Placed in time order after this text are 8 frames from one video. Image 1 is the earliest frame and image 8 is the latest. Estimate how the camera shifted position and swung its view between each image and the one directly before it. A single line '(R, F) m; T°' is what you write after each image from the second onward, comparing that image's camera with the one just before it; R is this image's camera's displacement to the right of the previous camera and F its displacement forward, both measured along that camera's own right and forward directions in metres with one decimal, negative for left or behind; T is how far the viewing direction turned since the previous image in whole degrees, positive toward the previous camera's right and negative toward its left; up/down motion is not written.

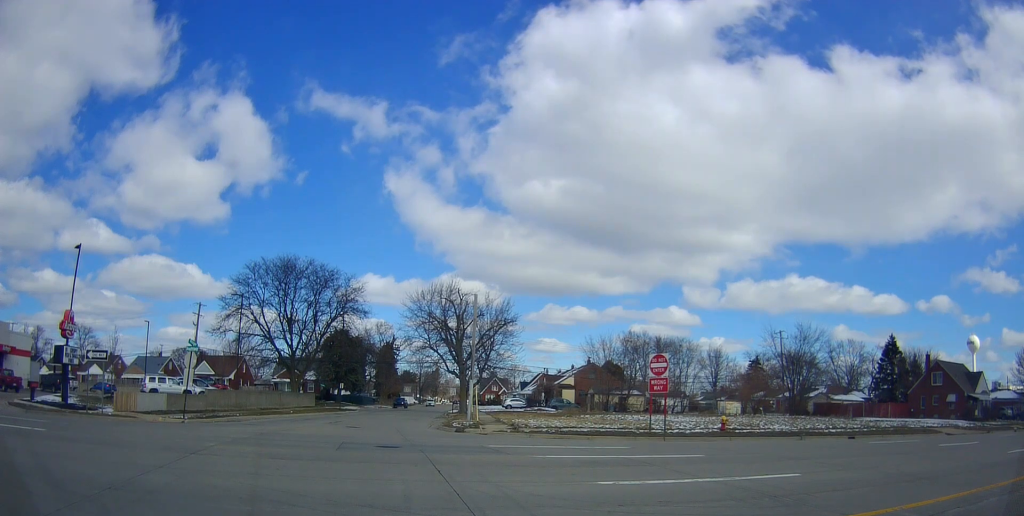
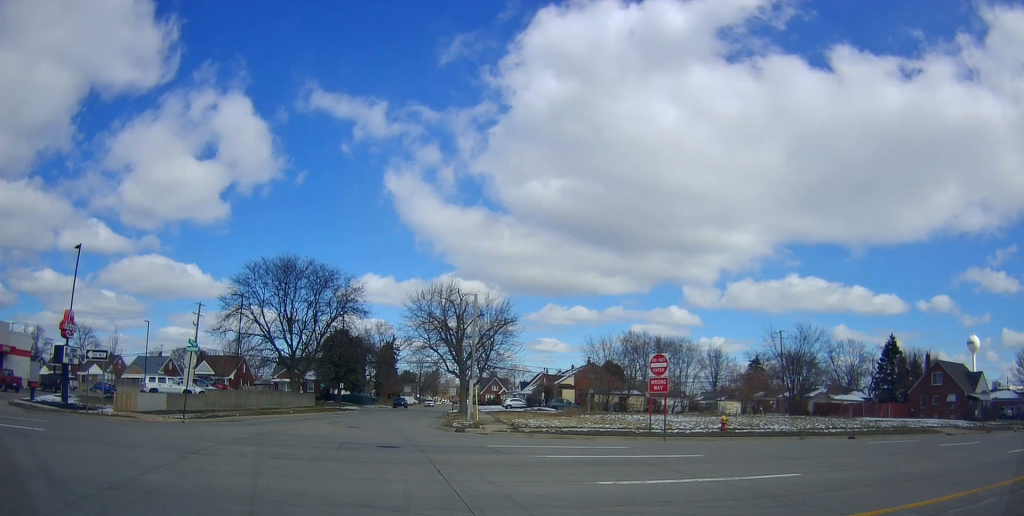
(0.0, 0.0) m; 0°
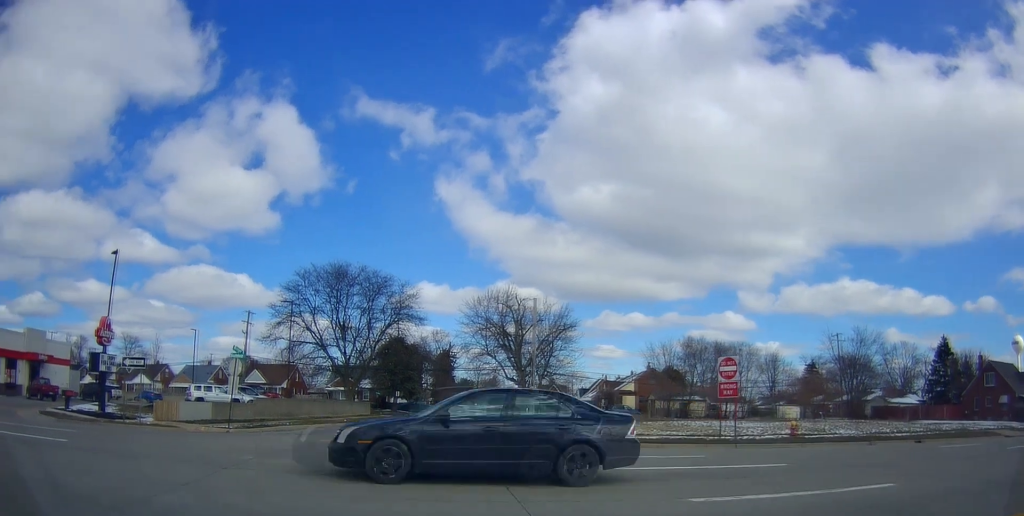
(+0.1, +1.0) m; 0°
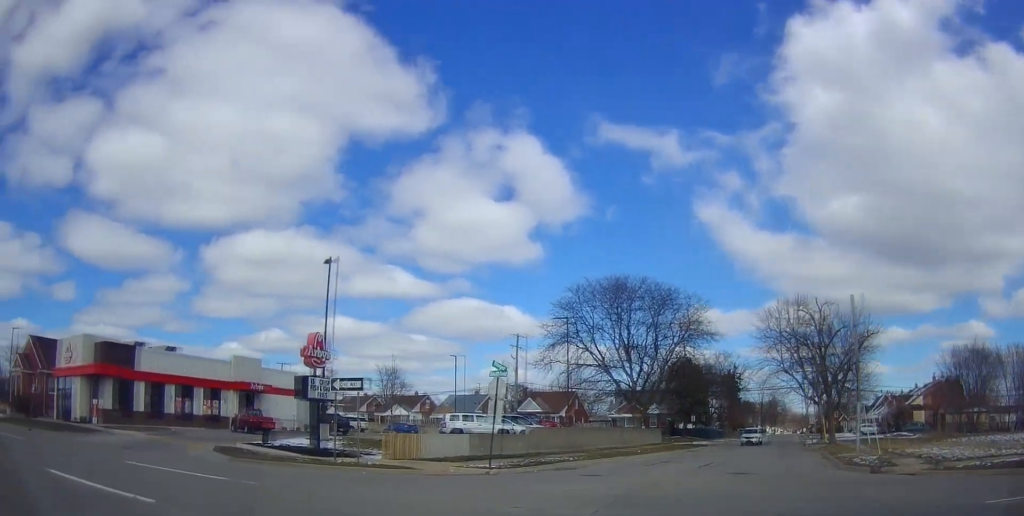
(-0.7, +5.6) m; -15°
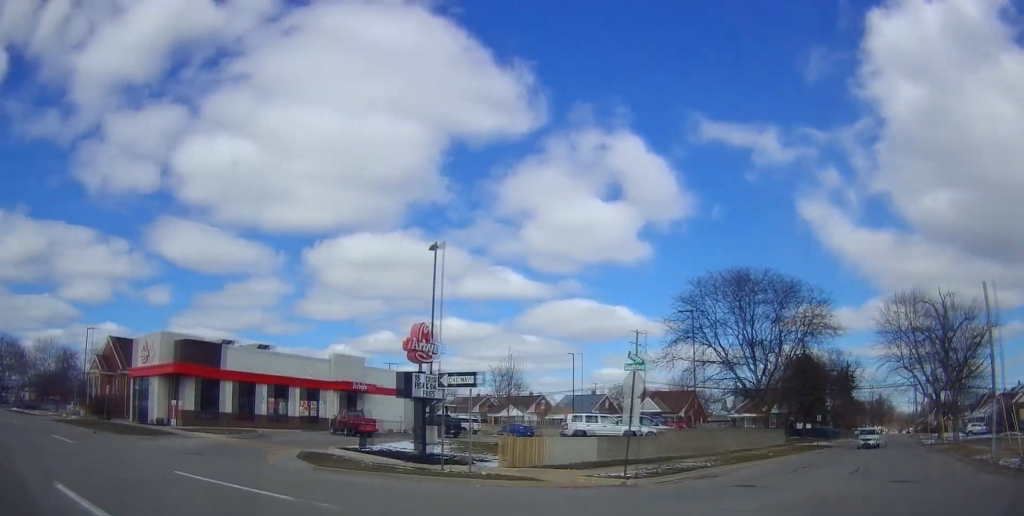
(0.0, +2.5) m; -5°
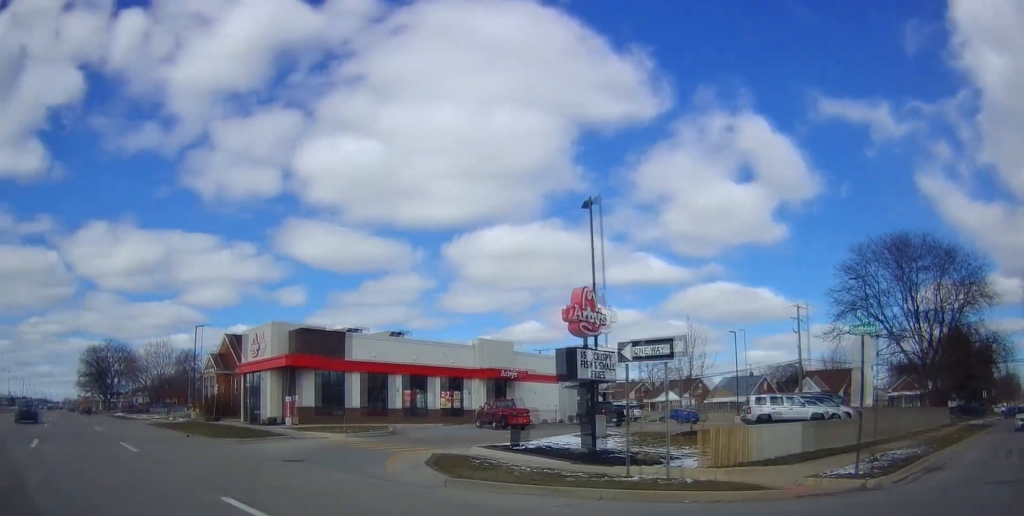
(-0.3, +4.6) m; -10°
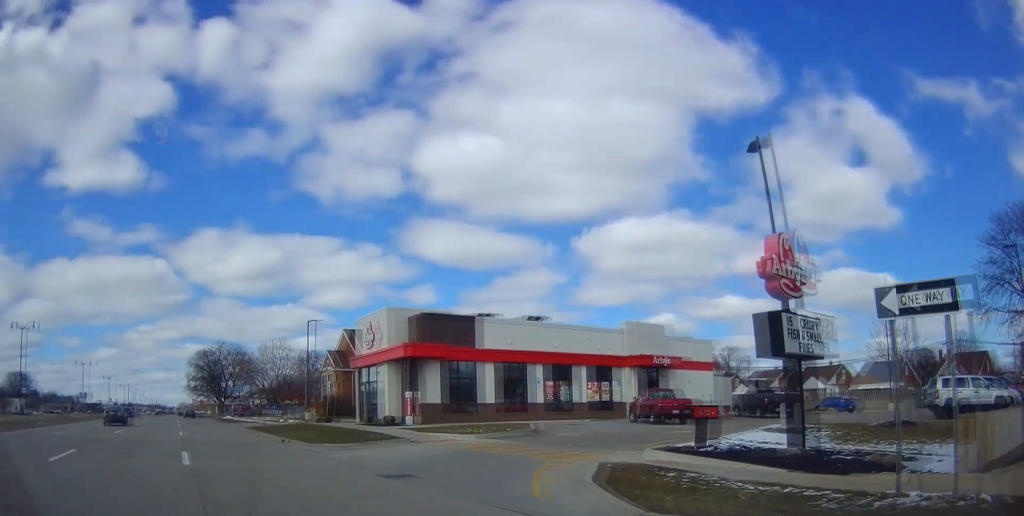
(+0.3, +4.3) m; -10°
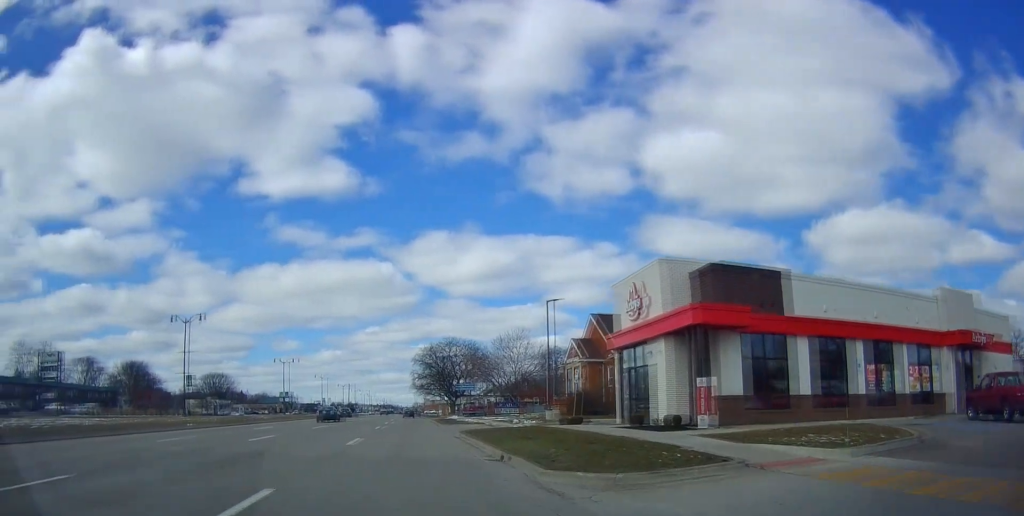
(-2.0, +9.4) m; -13°
